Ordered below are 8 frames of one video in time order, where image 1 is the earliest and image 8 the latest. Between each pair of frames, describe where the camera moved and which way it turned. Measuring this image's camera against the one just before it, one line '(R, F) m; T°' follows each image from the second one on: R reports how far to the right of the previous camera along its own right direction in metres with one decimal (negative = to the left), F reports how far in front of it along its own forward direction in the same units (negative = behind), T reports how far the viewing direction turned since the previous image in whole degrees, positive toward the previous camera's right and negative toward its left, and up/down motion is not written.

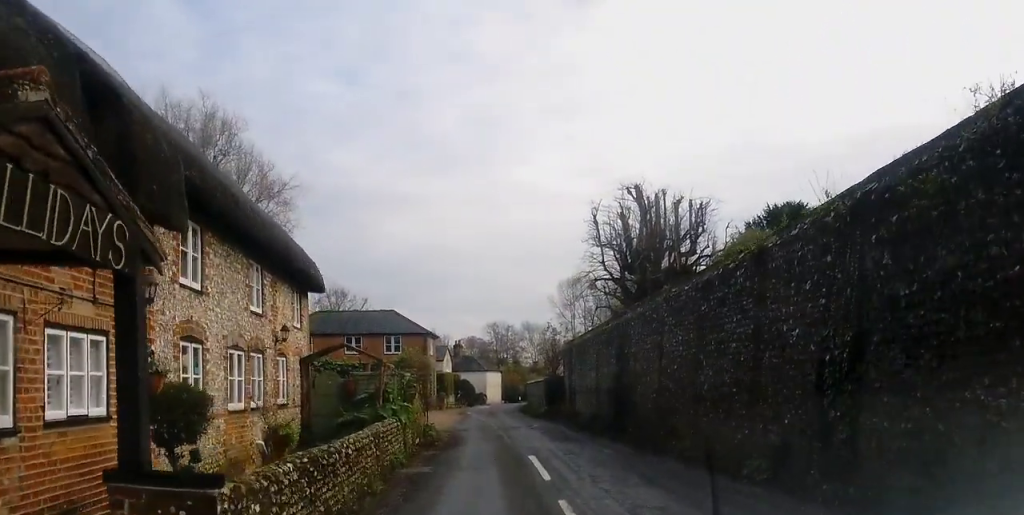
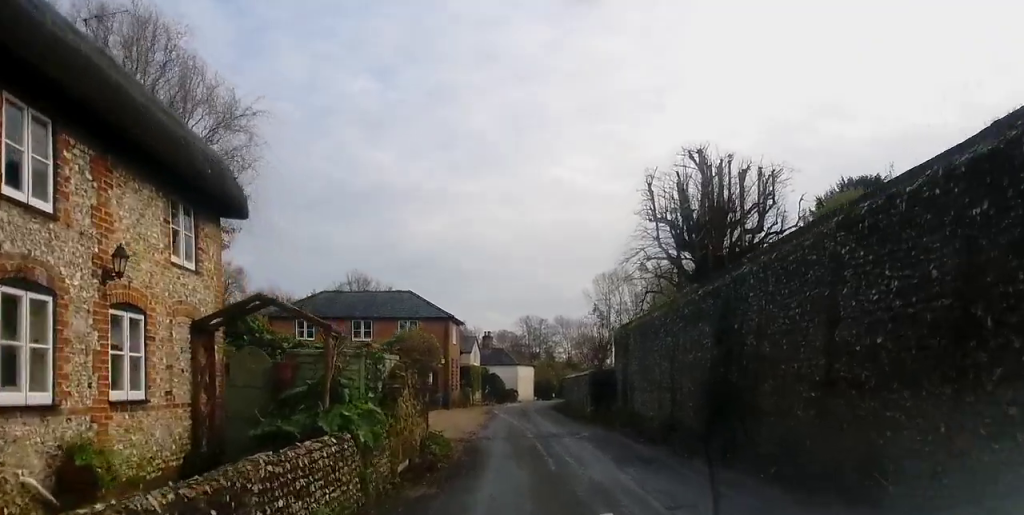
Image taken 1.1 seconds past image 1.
(-0.3, +7.2) m; -4°
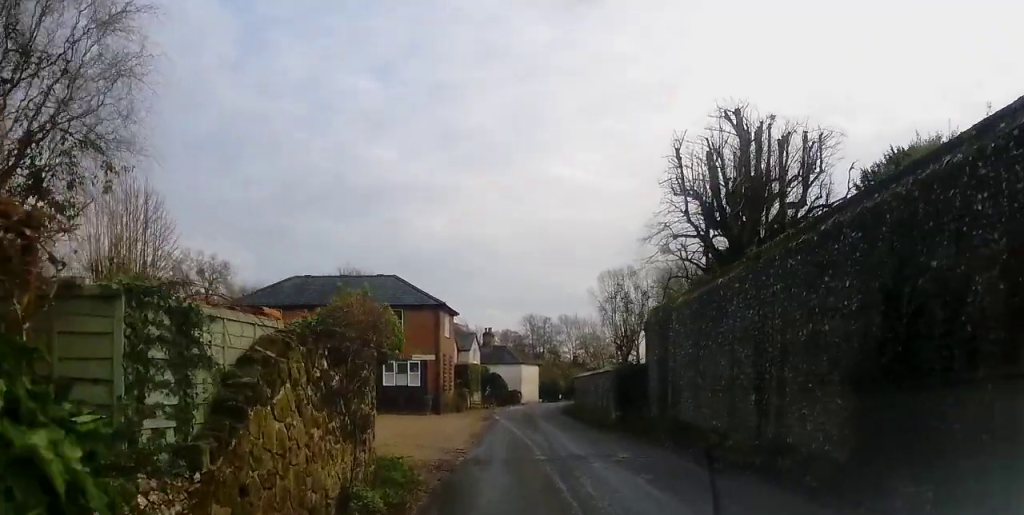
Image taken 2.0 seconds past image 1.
(-0.1, +6.4) m; -1°
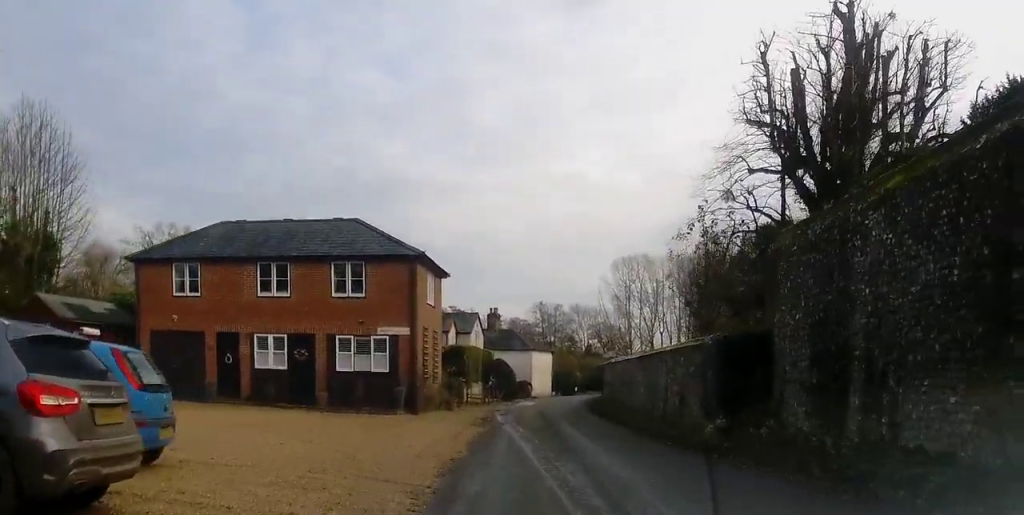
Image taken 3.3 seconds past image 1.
(0.0, +10.6) m; 0°
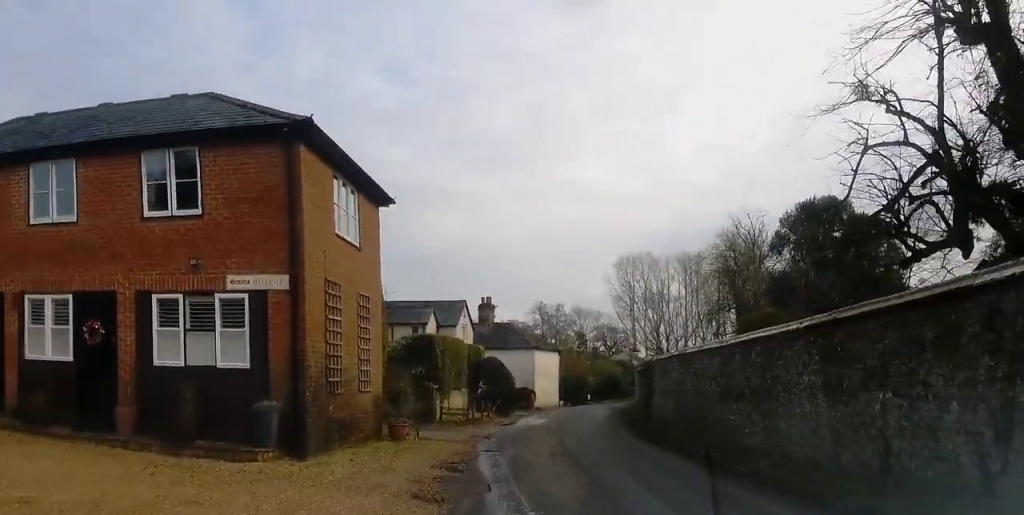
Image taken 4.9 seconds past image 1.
(-0.3, +13.0) m; -4°
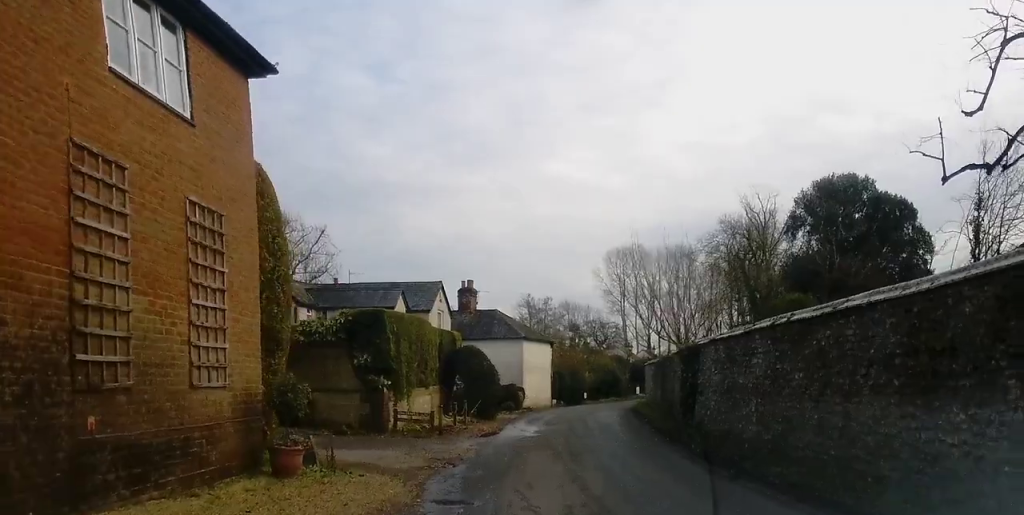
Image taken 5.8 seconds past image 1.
(-0.2, +7.1) m; +1°
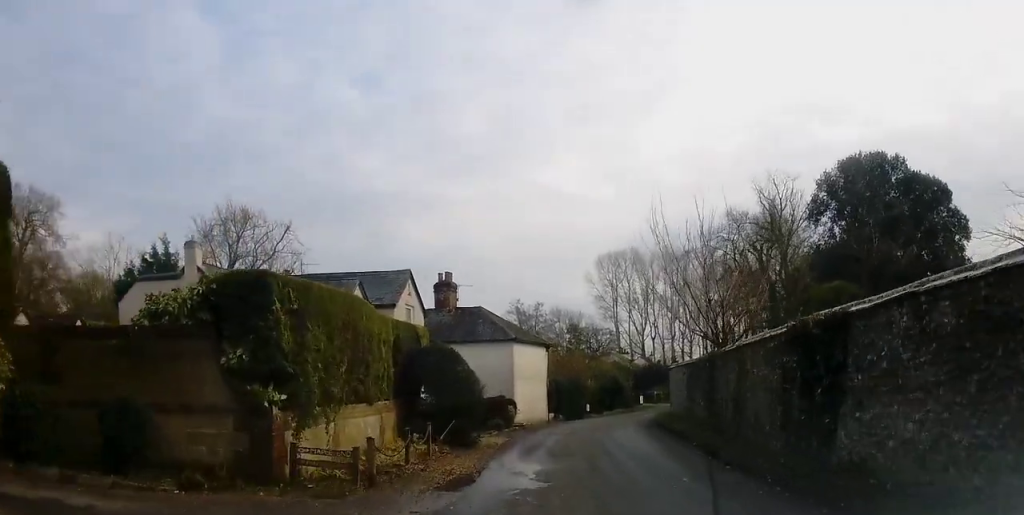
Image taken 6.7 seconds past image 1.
(+0.4, +7.6) m; +4°
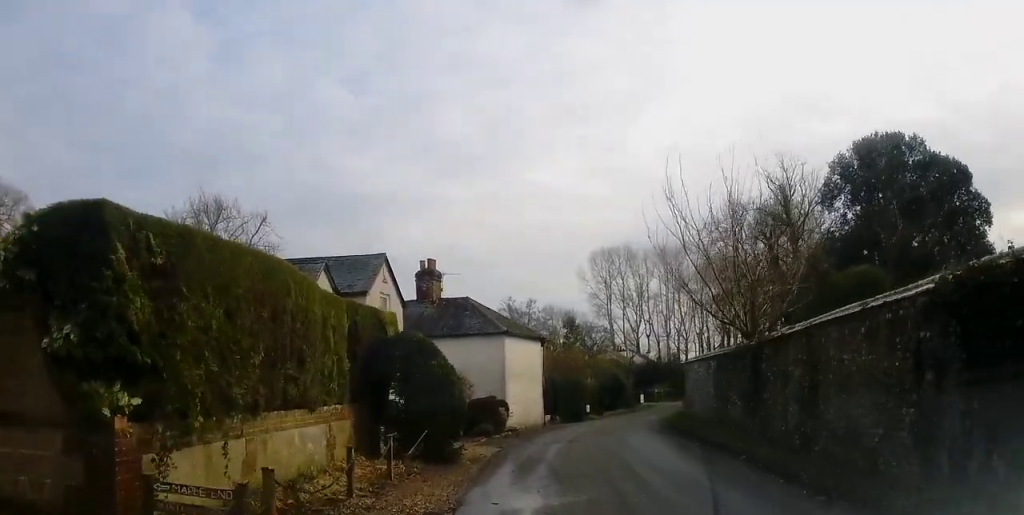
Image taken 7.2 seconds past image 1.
(+0.2, +4.0) m; 0°
